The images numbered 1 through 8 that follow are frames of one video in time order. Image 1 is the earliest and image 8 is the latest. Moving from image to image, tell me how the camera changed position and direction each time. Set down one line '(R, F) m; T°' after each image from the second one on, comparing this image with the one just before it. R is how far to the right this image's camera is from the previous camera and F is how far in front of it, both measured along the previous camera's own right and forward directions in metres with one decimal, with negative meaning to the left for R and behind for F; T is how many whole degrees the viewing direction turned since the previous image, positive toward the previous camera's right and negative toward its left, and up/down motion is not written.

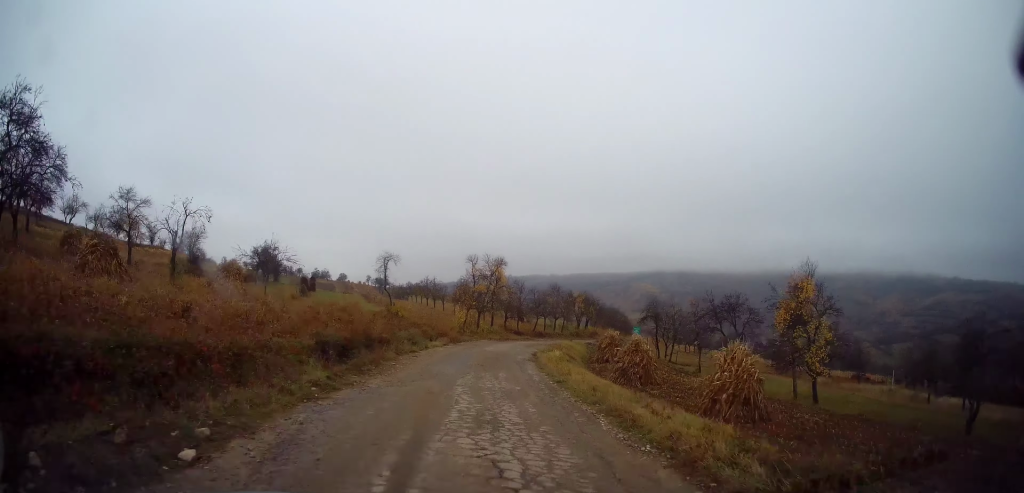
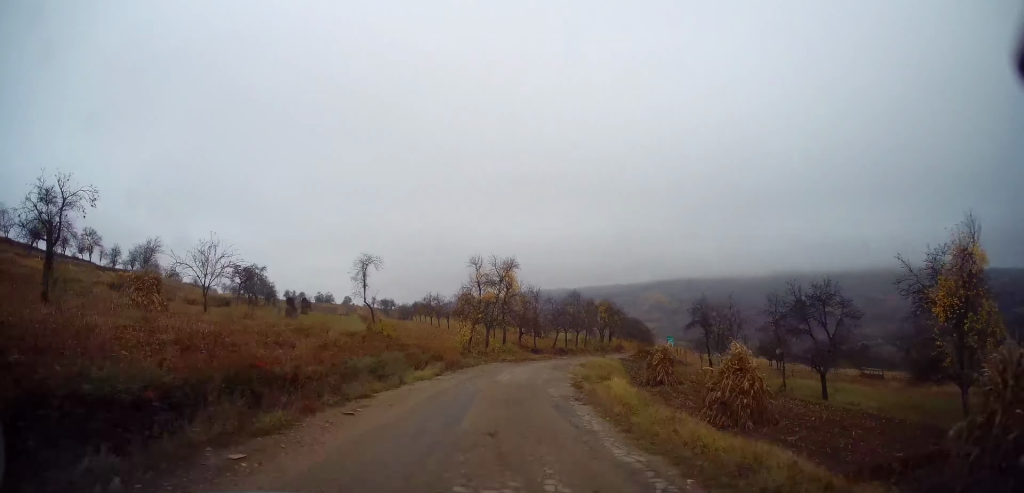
(0.0, +9.3) m; +1°
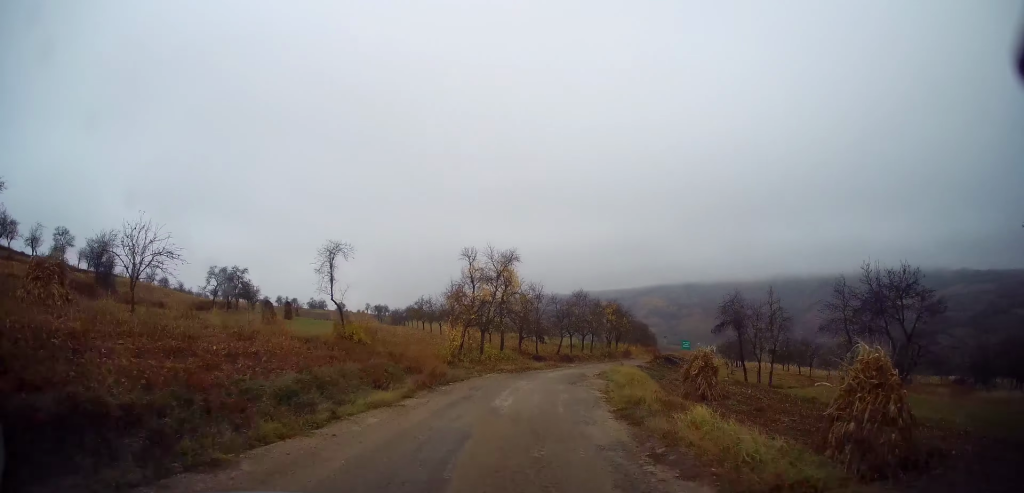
(0.0, +6.0) m; 0°
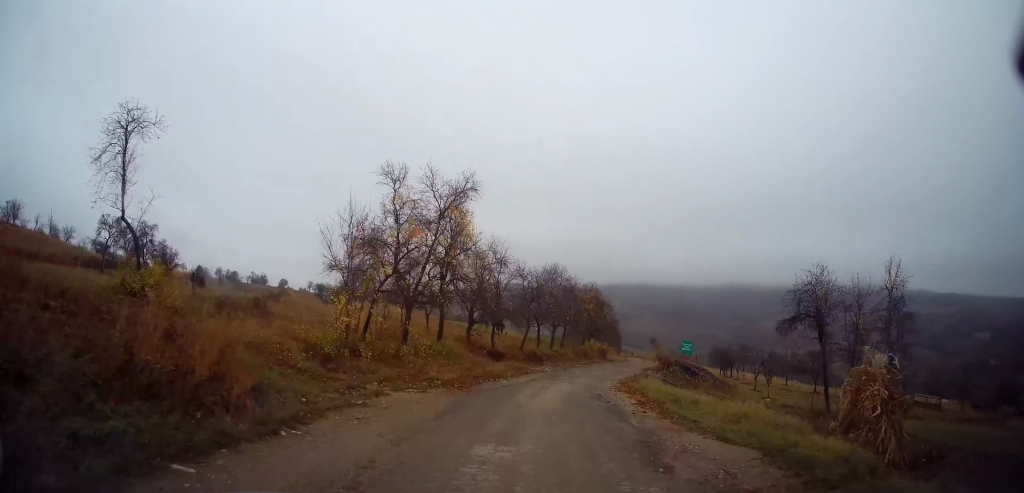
(+0.1, +13.1) m; +3°
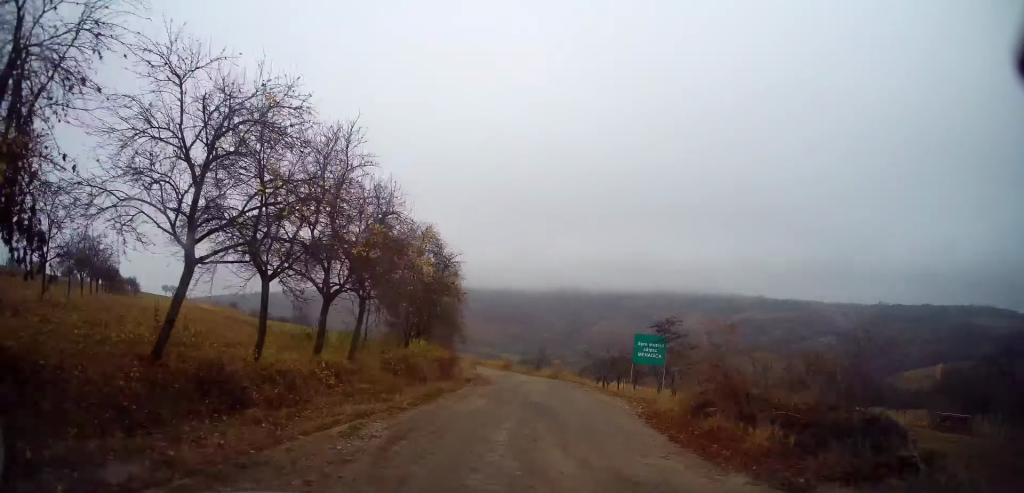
(+4.4, +25.2) m; +21°
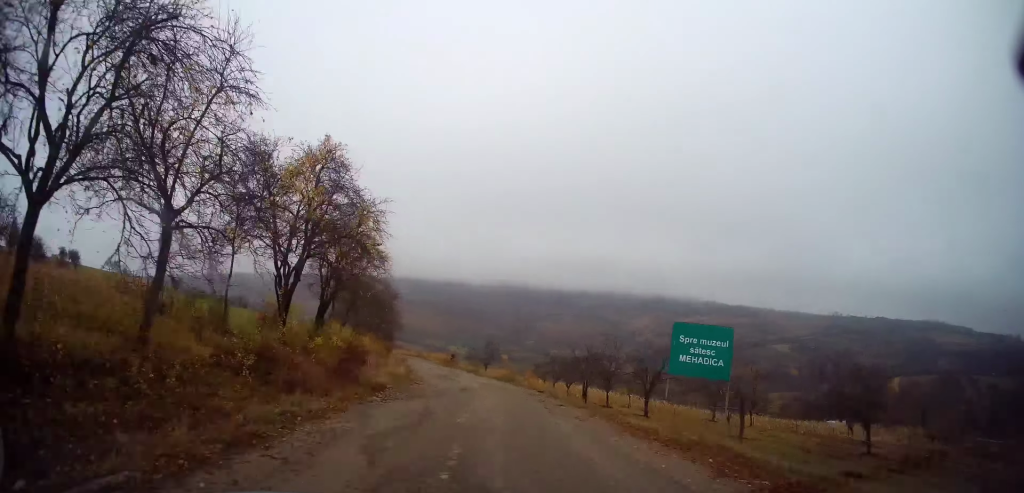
(+0.4, +8.3) m; +3°
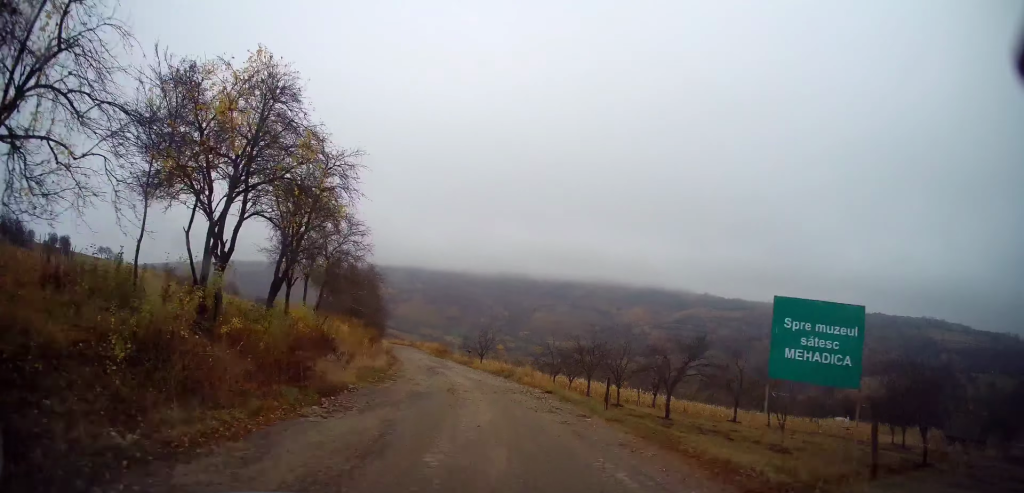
(0.0, +3.7) m; 0°
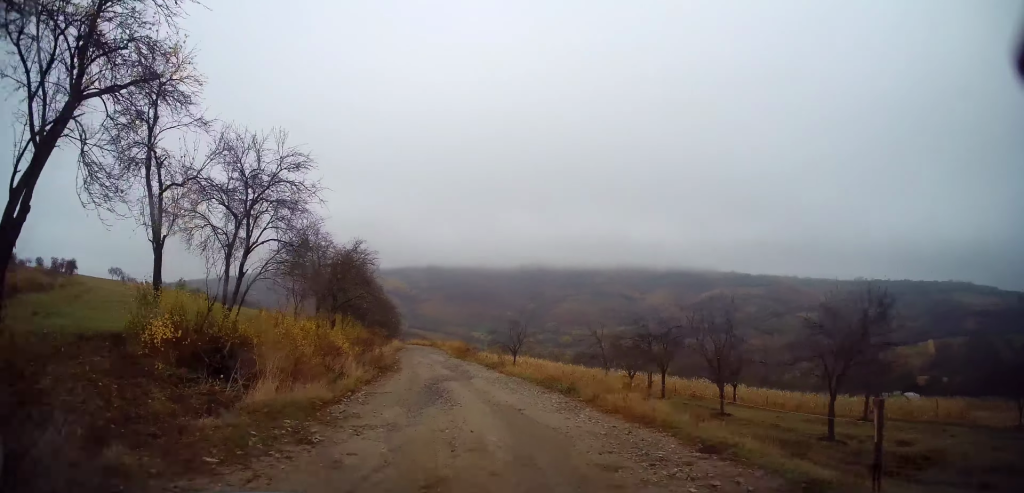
(0.0, +10.0) m; -1°
